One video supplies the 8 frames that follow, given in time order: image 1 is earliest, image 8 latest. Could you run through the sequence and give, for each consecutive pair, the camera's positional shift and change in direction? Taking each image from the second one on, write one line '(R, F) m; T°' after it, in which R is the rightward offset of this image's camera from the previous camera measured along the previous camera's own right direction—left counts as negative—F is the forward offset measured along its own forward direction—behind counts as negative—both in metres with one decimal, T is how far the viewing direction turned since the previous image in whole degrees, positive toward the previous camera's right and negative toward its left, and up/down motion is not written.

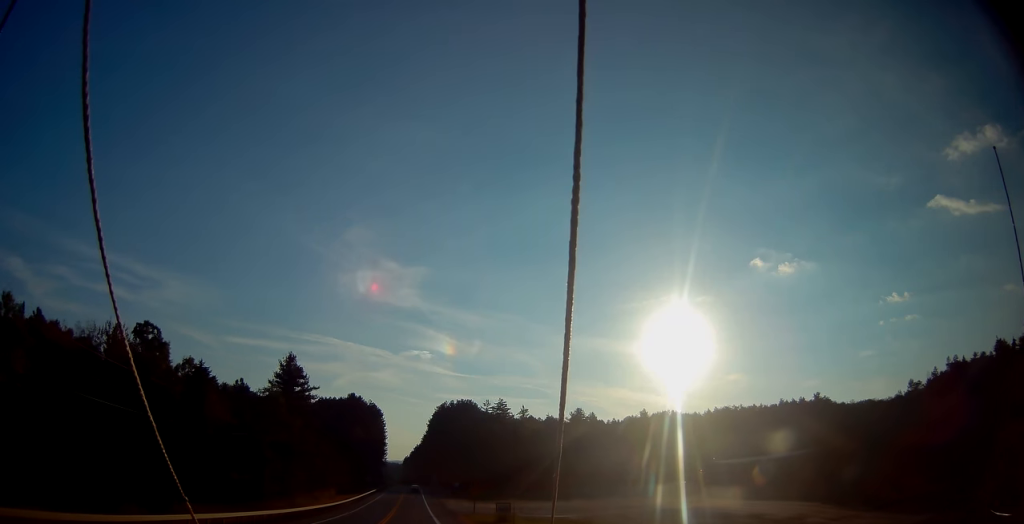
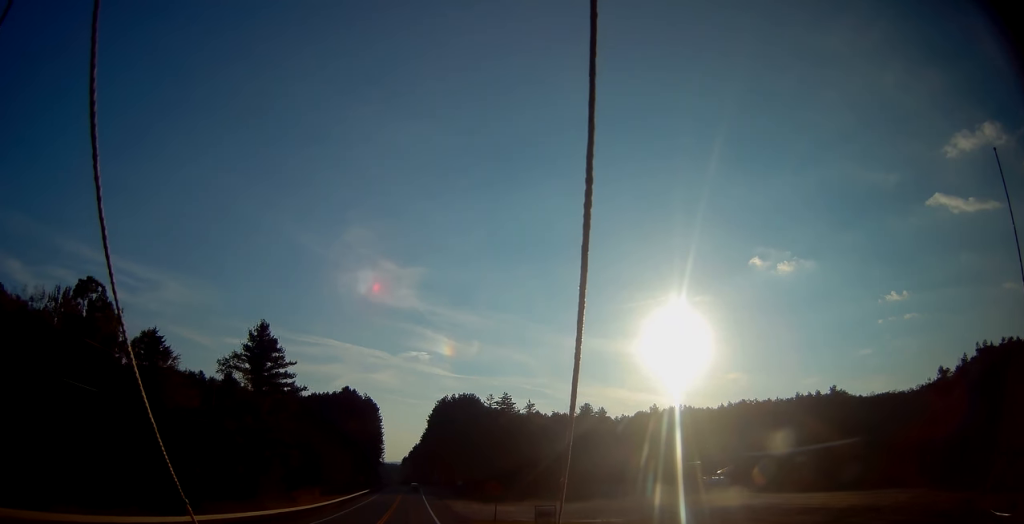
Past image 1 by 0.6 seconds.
(0.0, +14.8) m; 0°
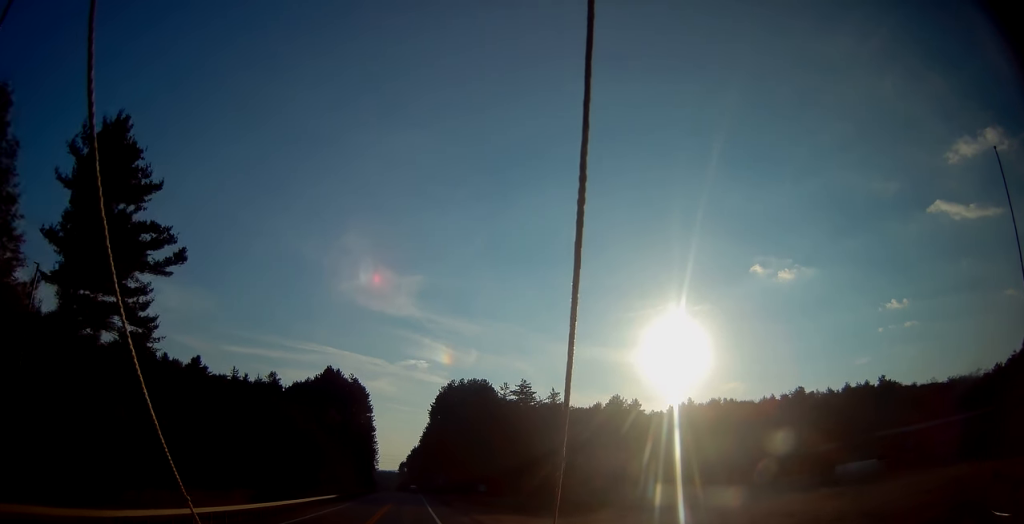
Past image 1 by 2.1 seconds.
(+0.1, +37.6) m; 0°
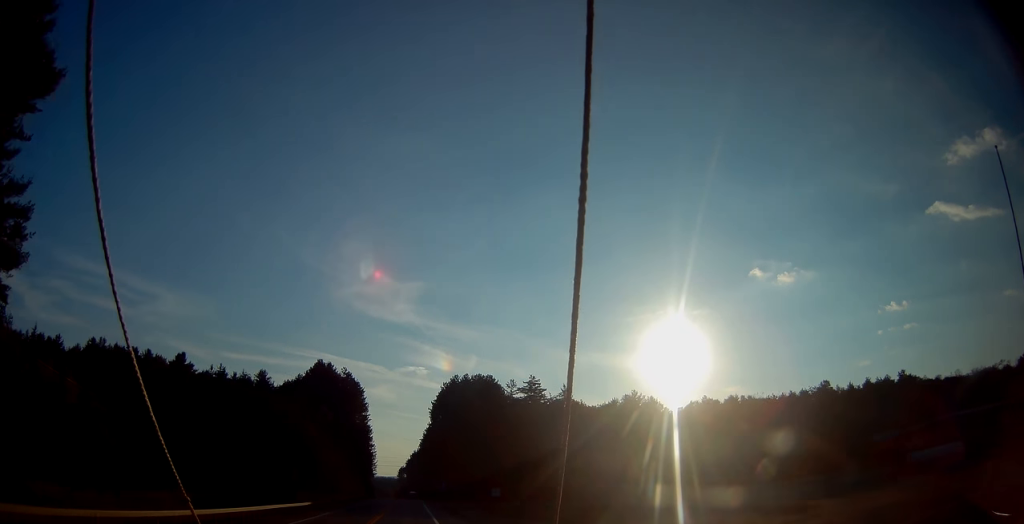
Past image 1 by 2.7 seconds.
(0.0, +13.8) m; 0°
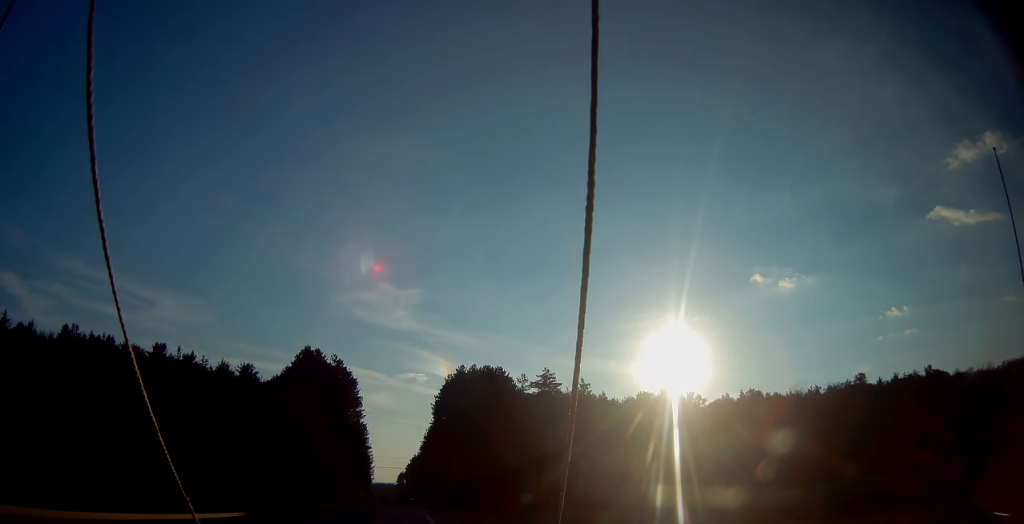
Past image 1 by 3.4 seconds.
(0.0, +17.1) m; 0°
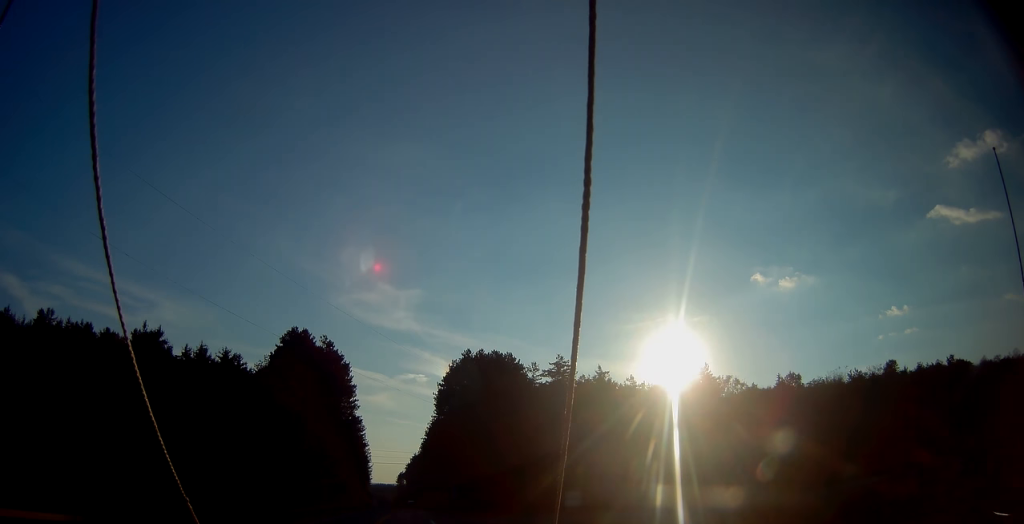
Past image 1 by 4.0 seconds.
(0.0, +13.8) m; 0°
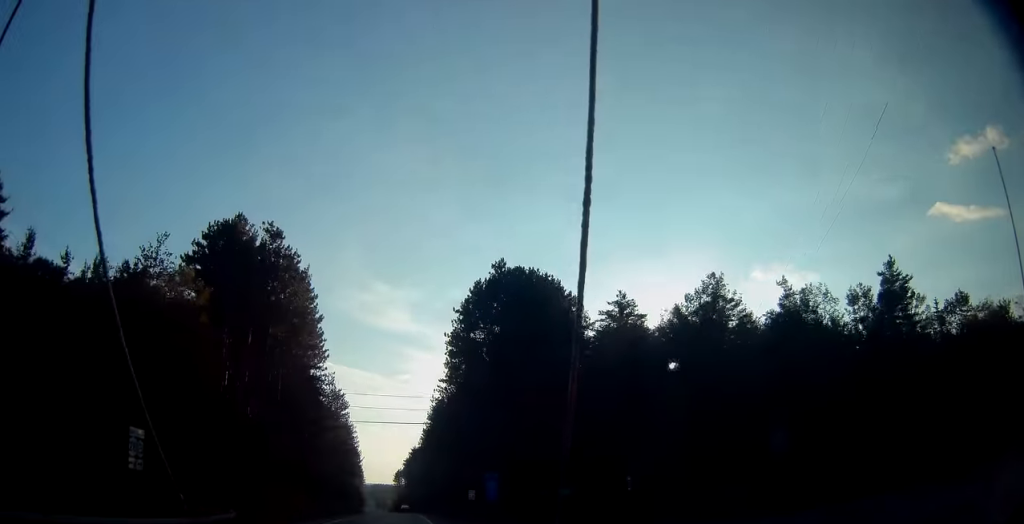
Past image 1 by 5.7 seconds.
(+0.6, +41.6) m; 0°
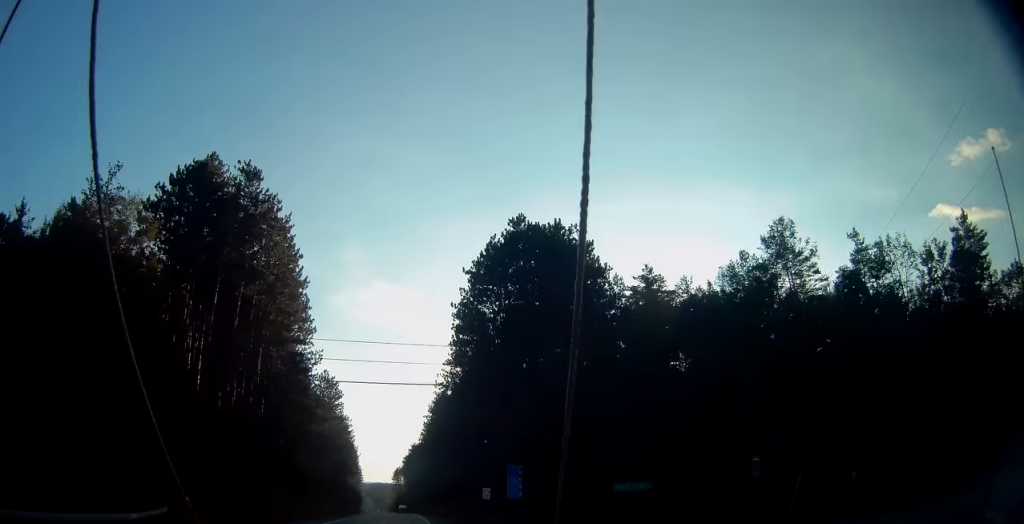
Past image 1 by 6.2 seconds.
(-0.2, +11.1) m; 0°
